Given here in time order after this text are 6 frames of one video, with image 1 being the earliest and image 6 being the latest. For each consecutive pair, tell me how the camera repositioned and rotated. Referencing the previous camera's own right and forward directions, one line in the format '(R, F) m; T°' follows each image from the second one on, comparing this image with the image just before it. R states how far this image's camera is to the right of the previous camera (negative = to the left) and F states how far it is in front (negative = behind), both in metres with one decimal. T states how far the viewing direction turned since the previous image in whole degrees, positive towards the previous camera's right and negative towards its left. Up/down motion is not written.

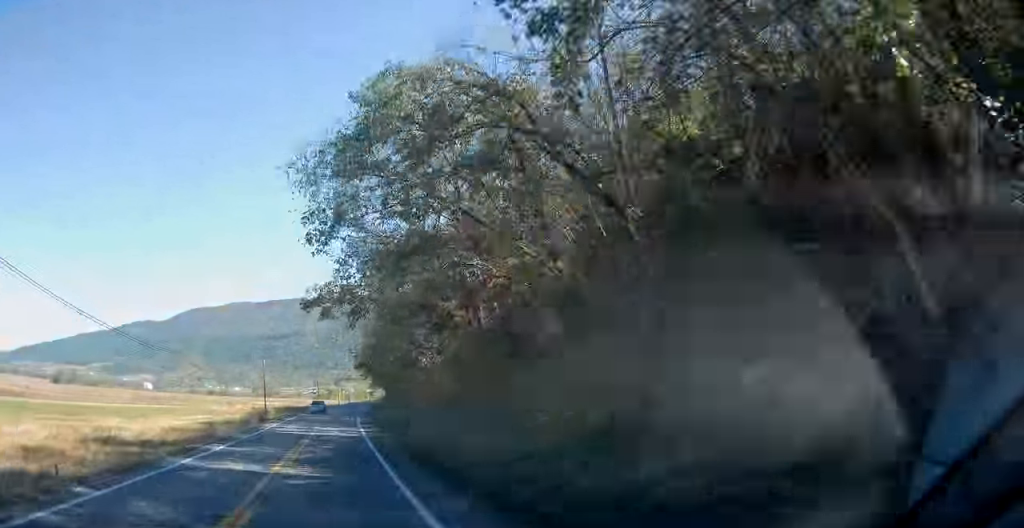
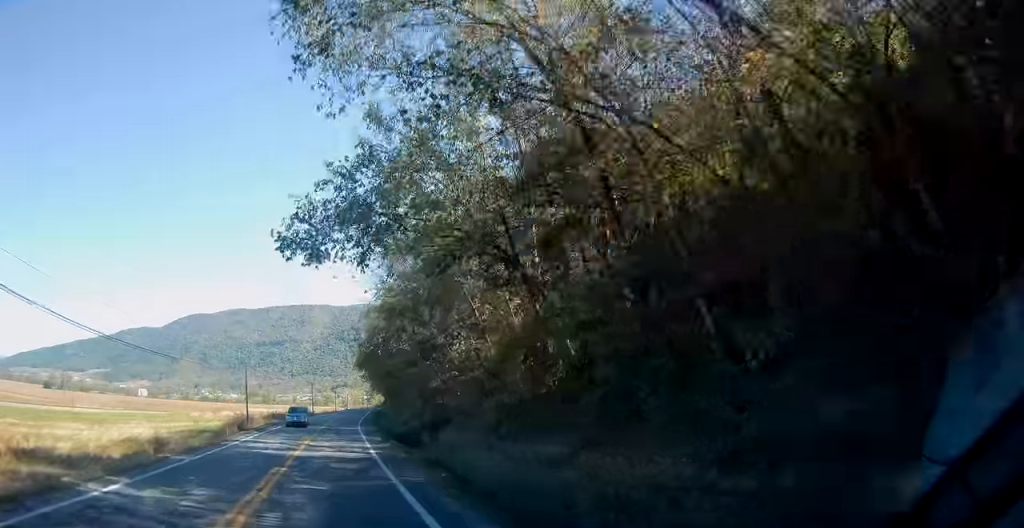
(0.0, +14.2) m; 0°
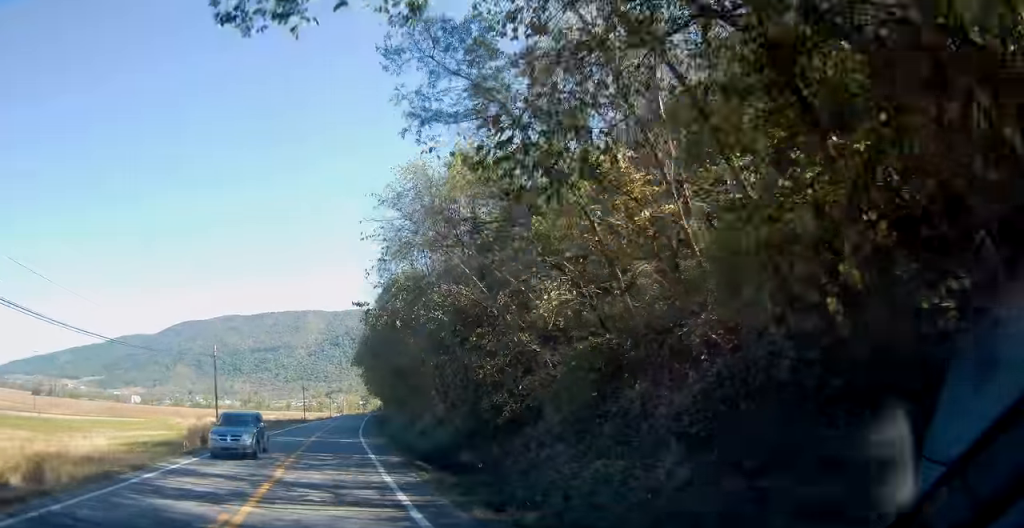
(0.0, +14.7) m; 0°
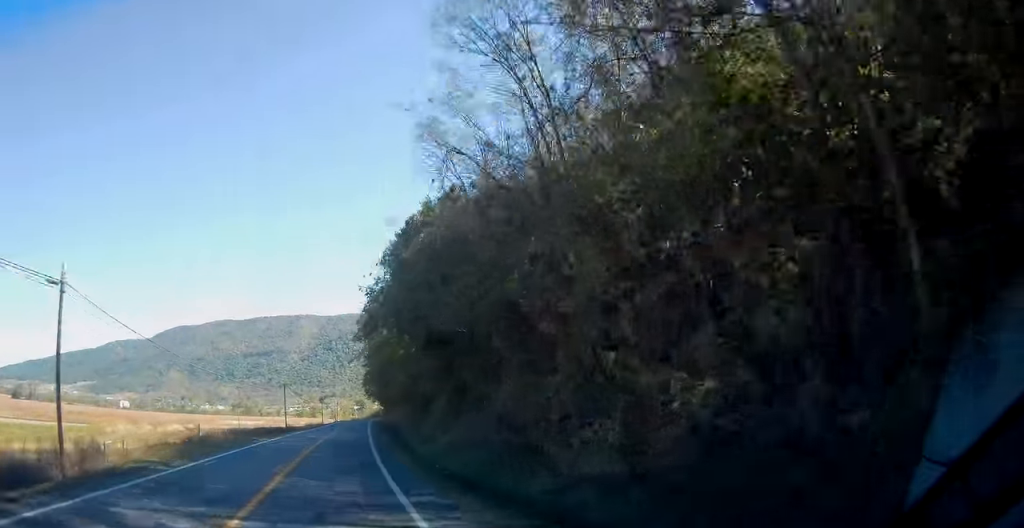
(+0.2, +28.2) m; +1°
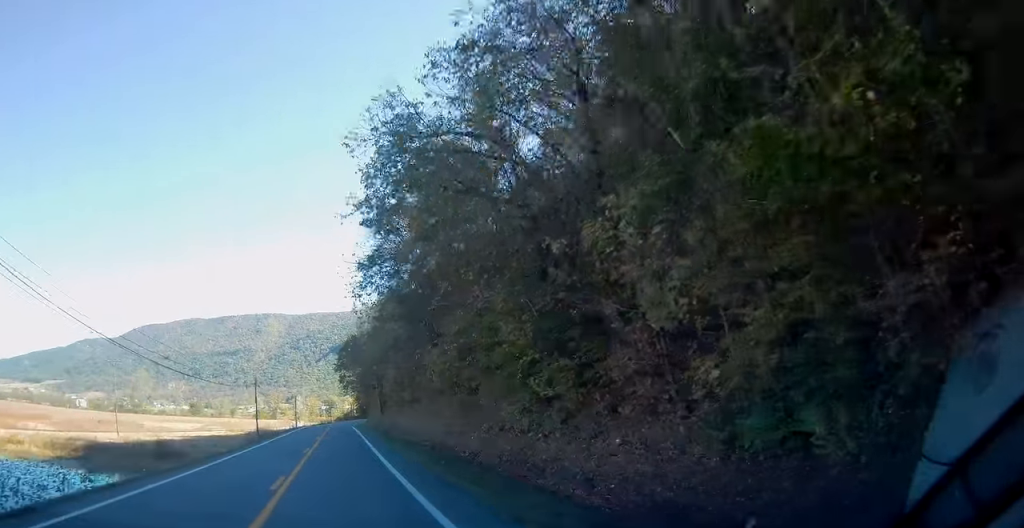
(+1.5, +63.9) m; +2°
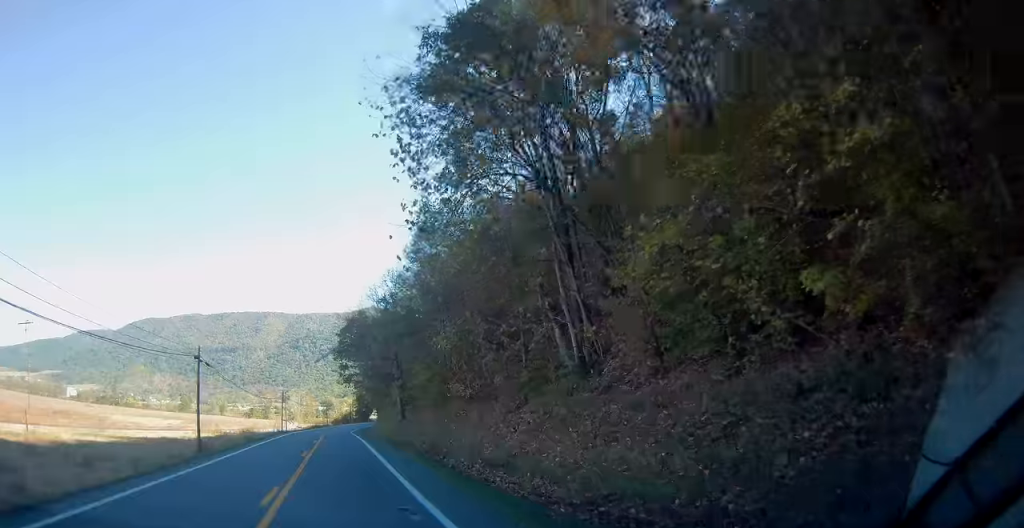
(+0.1, +27.8) m; 0°
